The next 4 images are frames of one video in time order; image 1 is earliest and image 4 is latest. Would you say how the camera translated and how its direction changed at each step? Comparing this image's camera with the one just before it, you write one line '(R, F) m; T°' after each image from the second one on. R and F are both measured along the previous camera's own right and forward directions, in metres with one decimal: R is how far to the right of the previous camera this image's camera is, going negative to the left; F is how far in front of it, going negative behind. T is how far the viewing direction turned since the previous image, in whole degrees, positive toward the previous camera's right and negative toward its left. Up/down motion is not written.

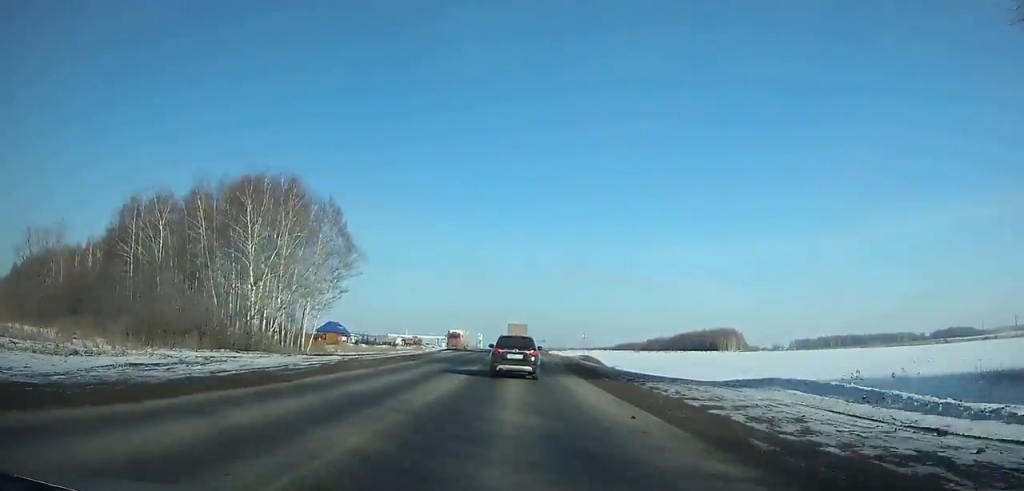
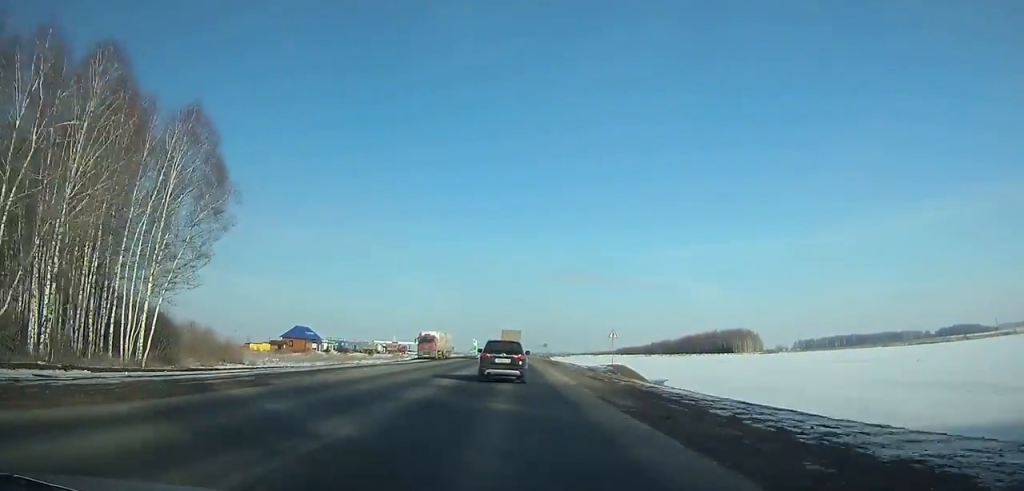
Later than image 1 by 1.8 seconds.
(0.0, +26.3) m; 0°
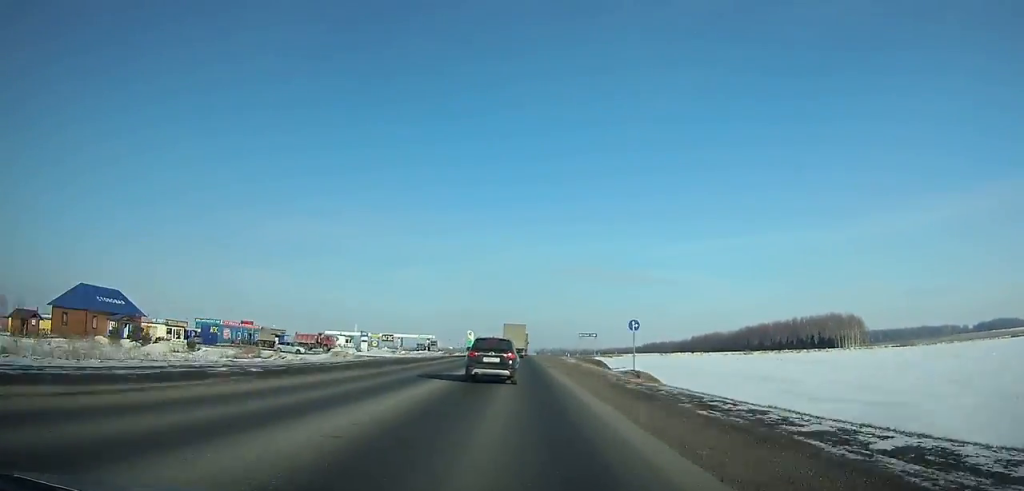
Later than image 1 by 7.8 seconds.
(-0.2, +89.4) m; 0°
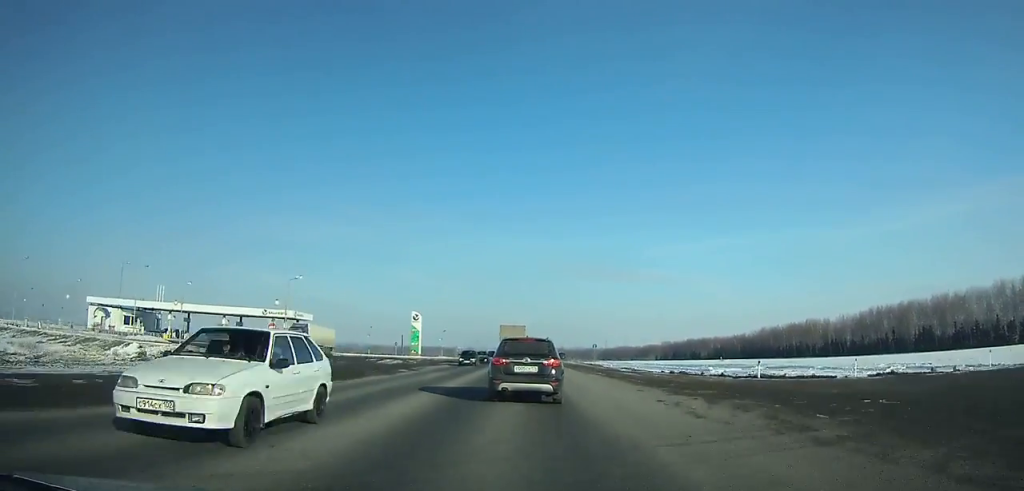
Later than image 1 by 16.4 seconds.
(+0.2, +124.5) m; 0°
